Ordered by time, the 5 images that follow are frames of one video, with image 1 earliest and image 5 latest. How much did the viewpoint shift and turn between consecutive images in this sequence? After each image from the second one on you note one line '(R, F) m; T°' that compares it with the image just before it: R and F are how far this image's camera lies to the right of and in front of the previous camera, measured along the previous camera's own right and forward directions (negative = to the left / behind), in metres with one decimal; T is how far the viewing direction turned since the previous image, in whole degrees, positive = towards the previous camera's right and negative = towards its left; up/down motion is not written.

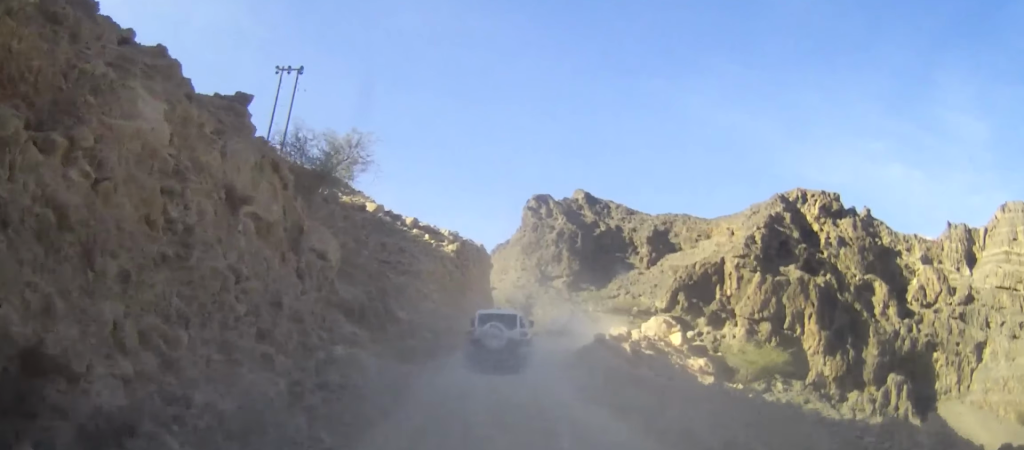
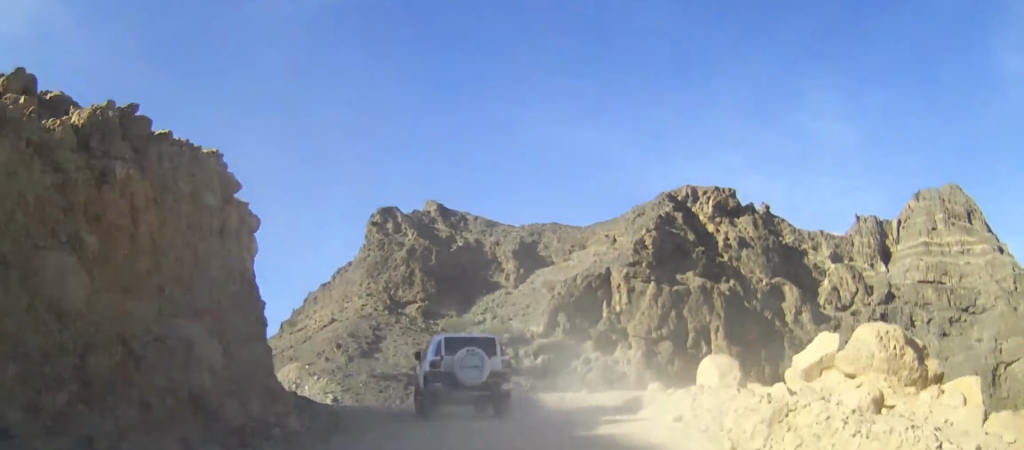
(+1.5, +28.4) m; +10°
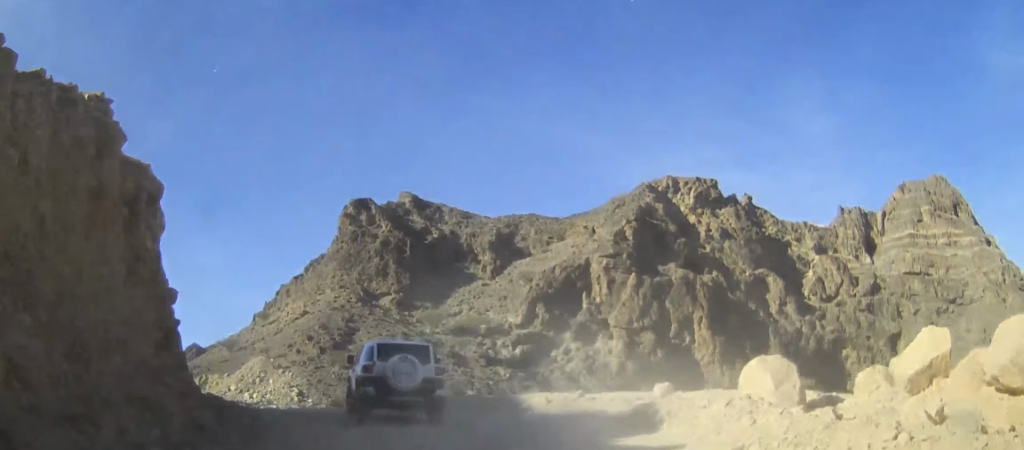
(+0.1, +4.3) m; +1°
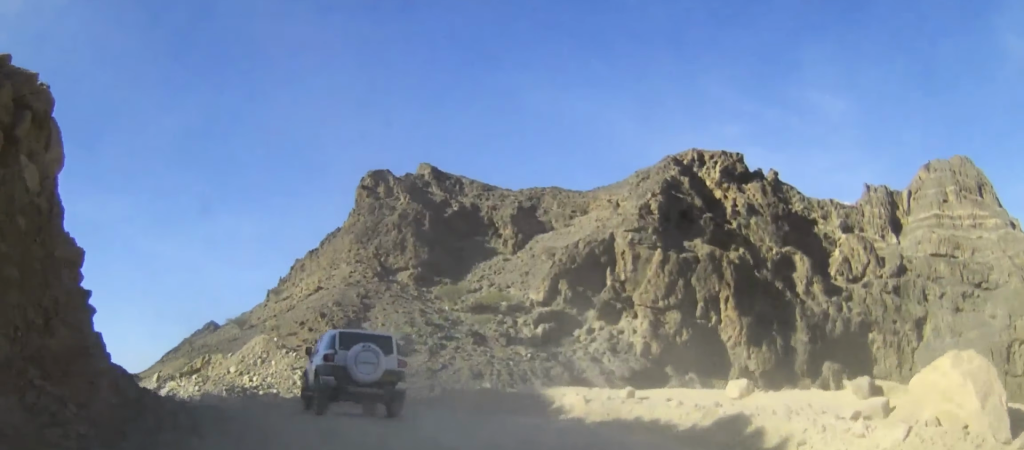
(0.0, +5.3) m; -1°
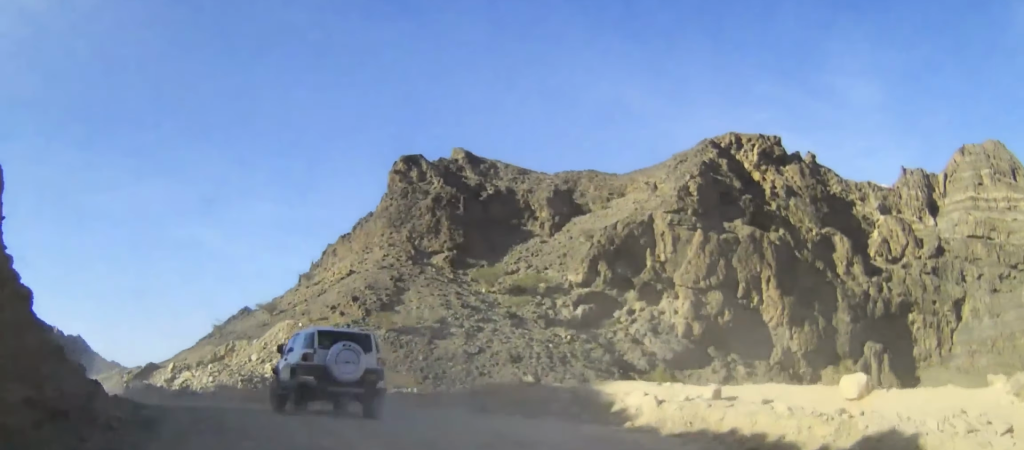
(-0.1, +4.4) m; -3°
